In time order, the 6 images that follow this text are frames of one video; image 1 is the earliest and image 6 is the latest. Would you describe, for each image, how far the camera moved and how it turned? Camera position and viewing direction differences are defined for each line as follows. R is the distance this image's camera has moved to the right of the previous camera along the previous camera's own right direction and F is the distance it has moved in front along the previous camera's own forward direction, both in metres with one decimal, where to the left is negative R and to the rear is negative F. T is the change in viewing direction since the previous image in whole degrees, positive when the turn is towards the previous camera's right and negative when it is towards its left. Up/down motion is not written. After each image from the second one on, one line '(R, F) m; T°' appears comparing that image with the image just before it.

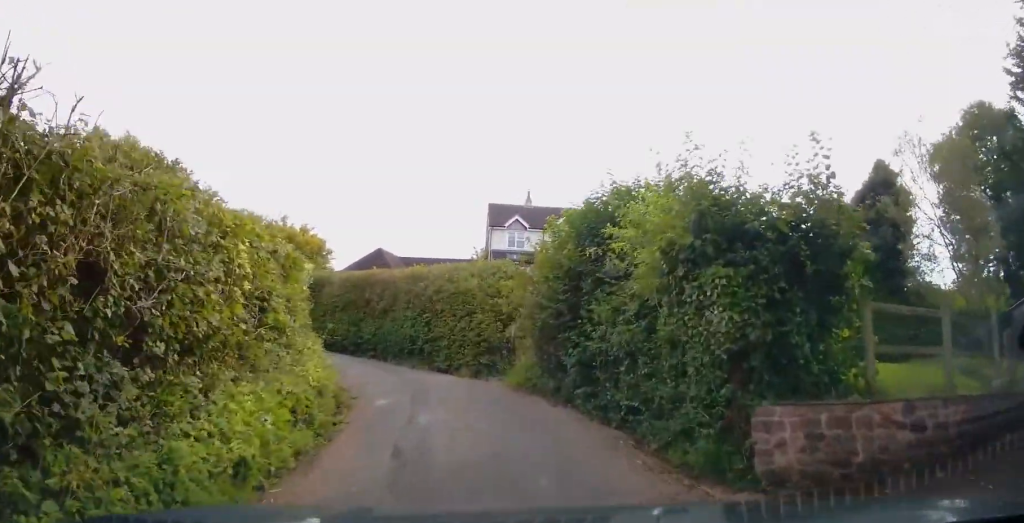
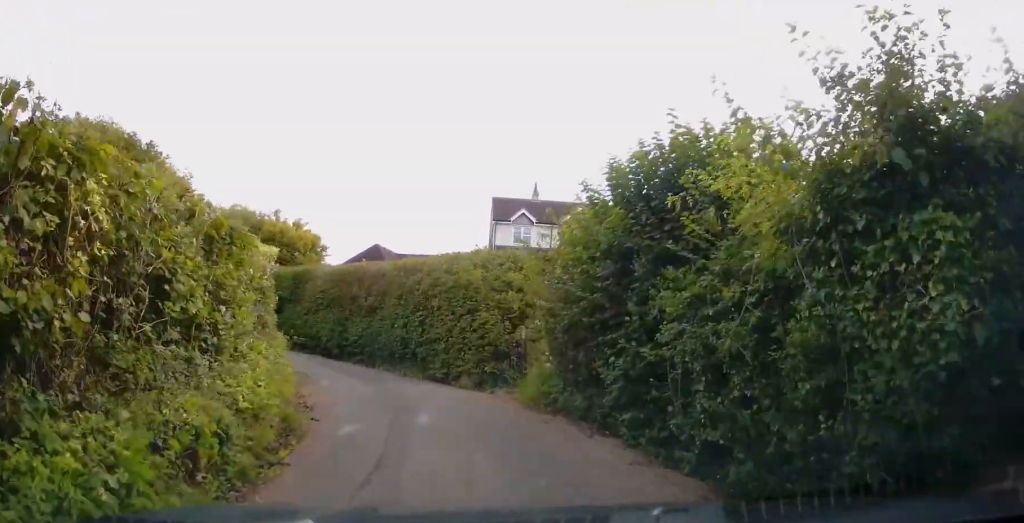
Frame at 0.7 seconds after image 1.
(-0.2, +3.0) m; -3°
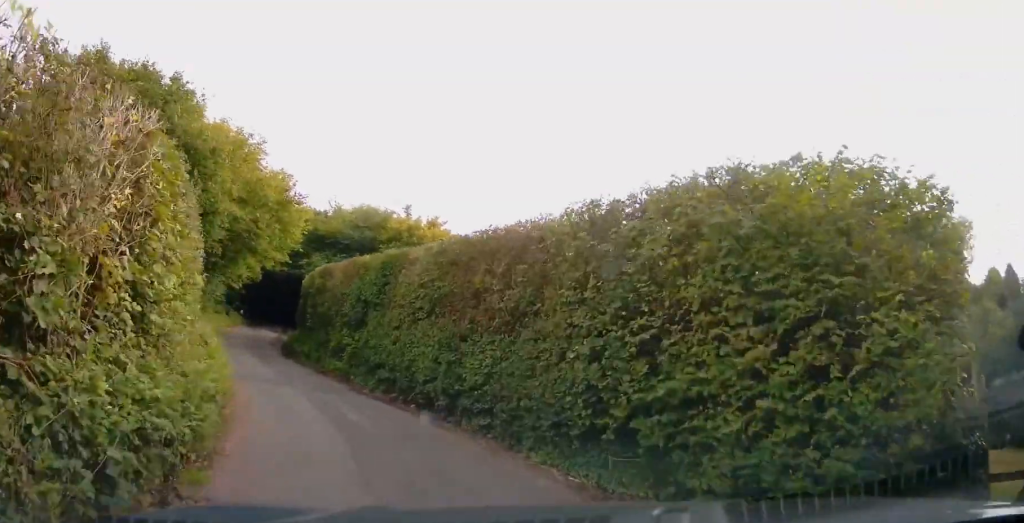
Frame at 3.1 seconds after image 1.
(-0.9, +10.1) m; -14°
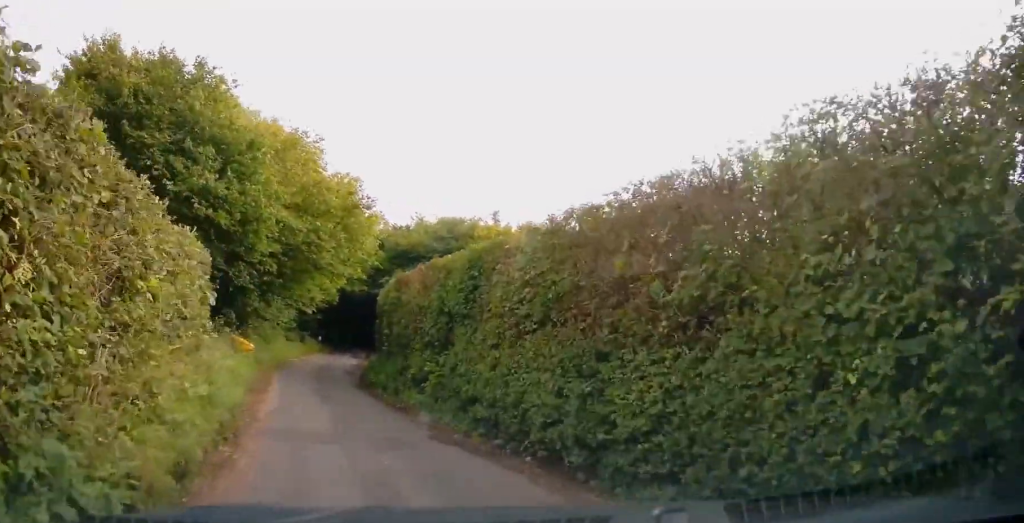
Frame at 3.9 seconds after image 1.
(-0.1, +3.4) m; -6°
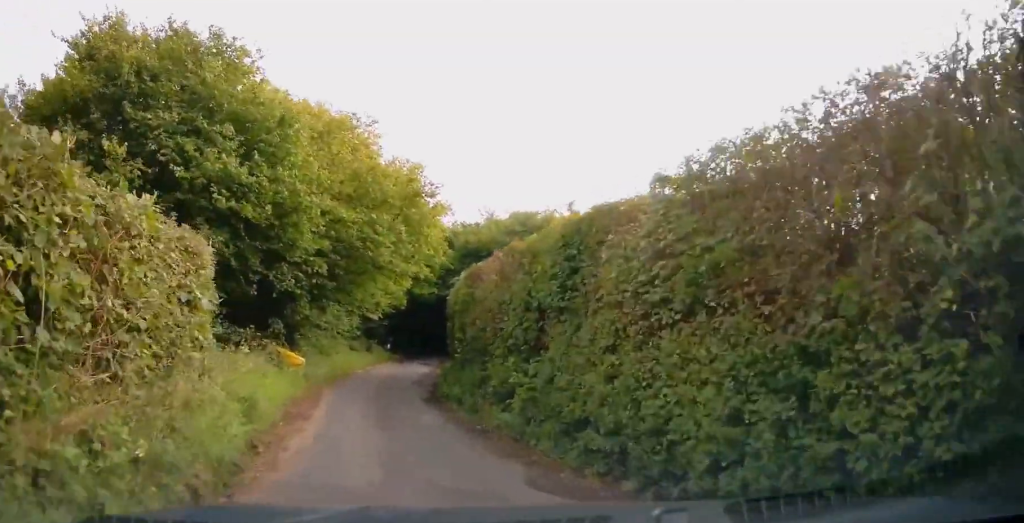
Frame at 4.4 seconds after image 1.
(-0.1, +2.5) m; -4°
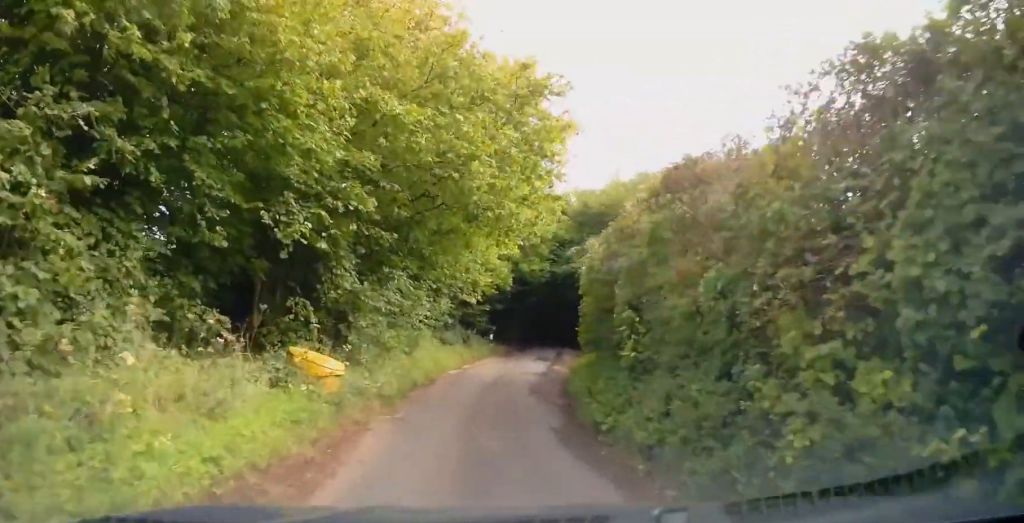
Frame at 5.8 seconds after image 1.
(-0.5, +7.0) m; -5°
